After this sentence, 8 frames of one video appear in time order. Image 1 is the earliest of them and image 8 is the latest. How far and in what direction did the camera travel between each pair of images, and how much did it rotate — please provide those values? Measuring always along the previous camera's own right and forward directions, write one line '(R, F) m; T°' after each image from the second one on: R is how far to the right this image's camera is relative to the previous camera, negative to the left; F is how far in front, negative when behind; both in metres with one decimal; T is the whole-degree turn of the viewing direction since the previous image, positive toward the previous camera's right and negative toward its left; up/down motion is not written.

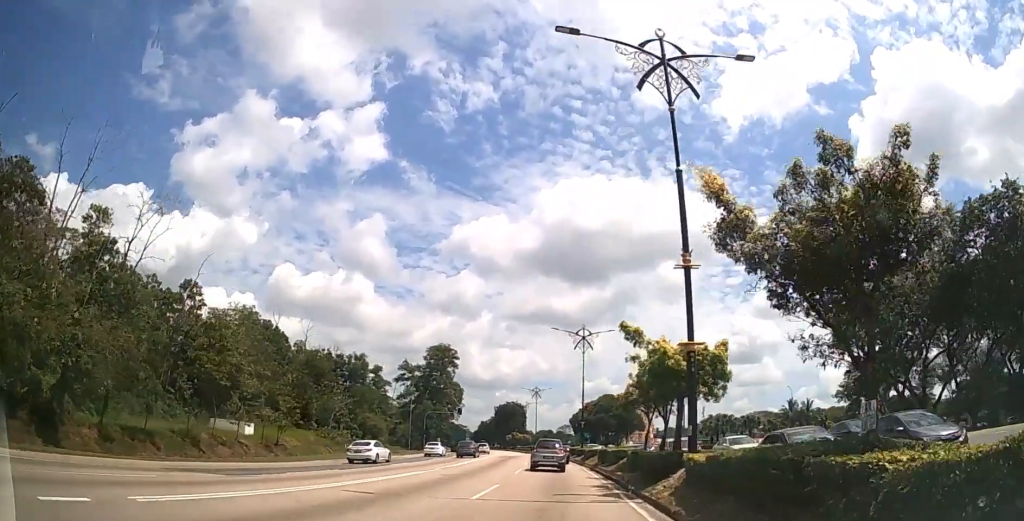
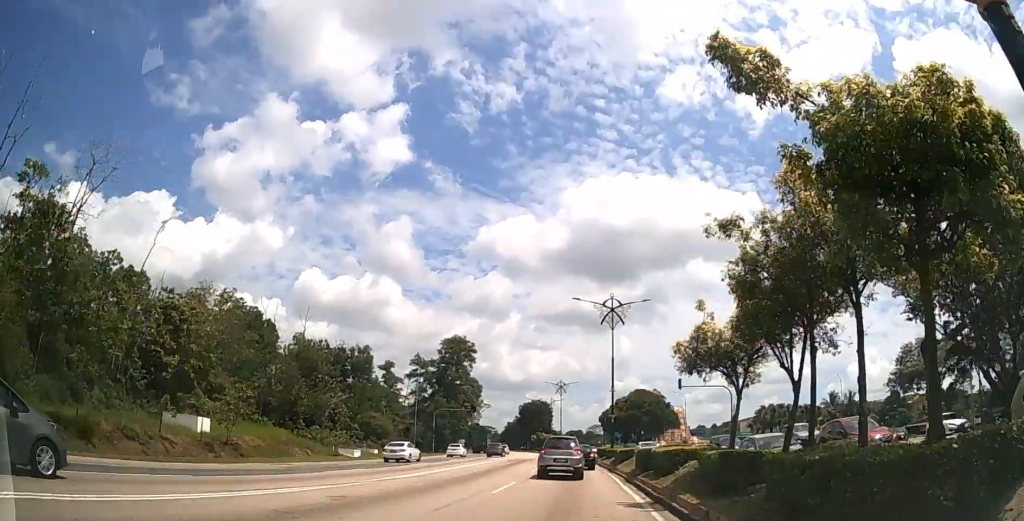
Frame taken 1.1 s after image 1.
(-0.2, +11.4) m; -3°
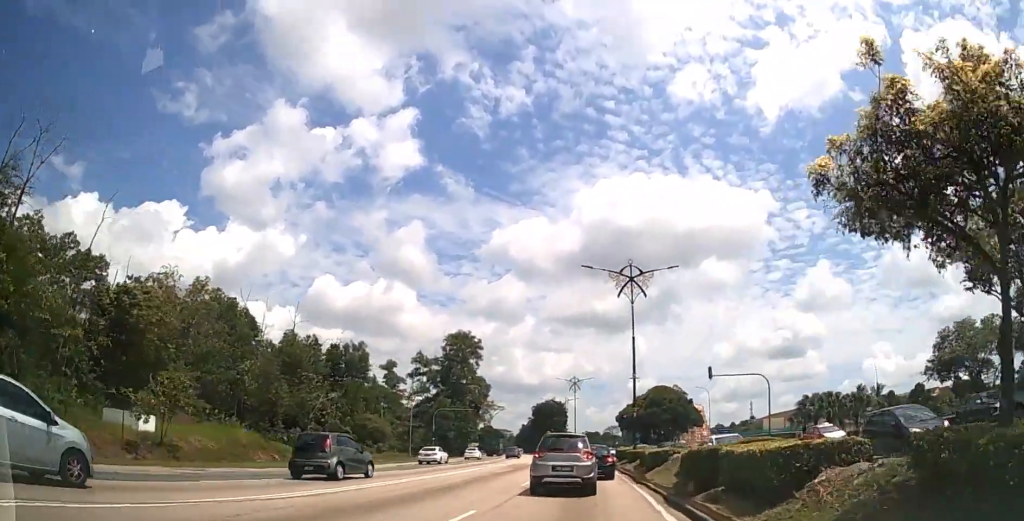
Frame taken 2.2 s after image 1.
(-0.2, +8.5) m; -2°
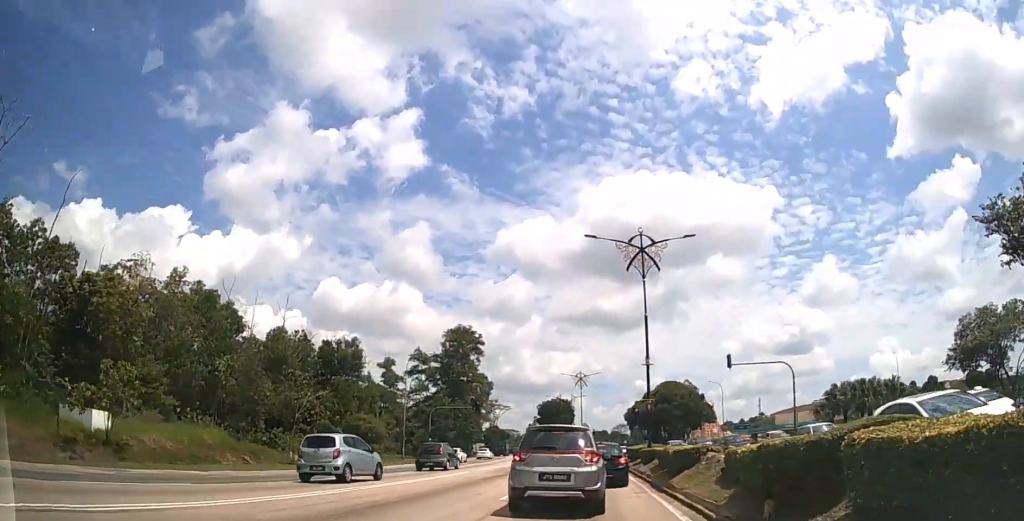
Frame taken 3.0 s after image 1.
(0.0, +4.6) m; -1°
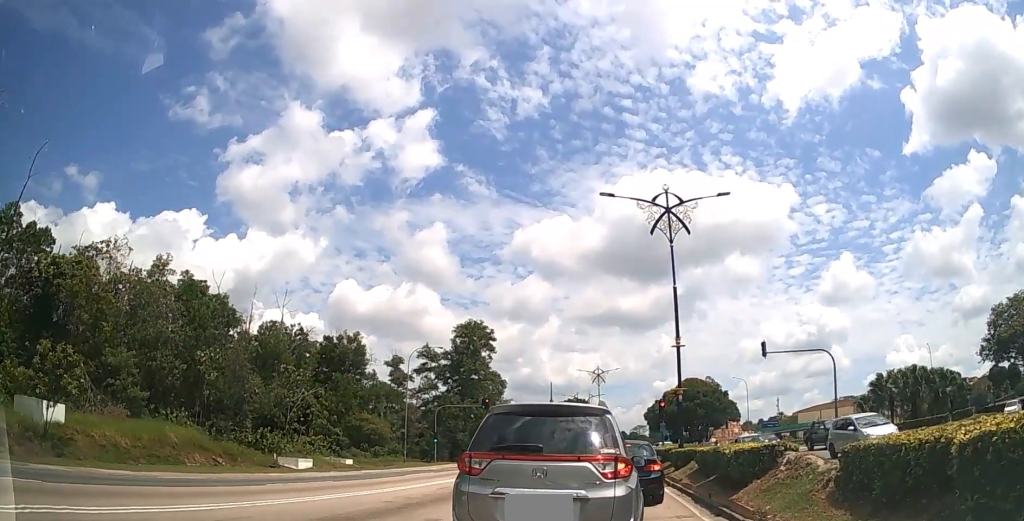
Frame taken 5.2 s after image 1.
(-0.4, +4.3) m; -7°
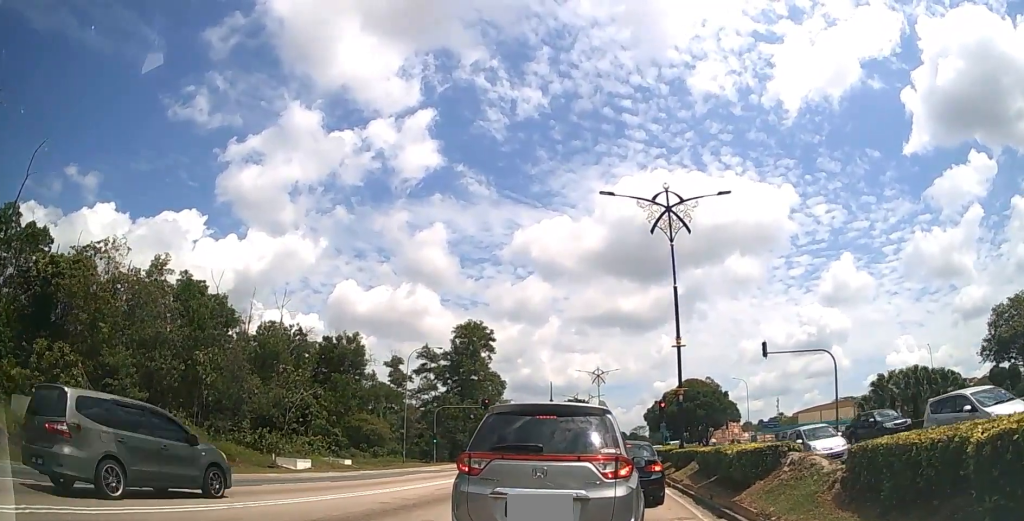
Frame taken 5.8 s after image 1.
(-0.1, -0.1) m; 0°
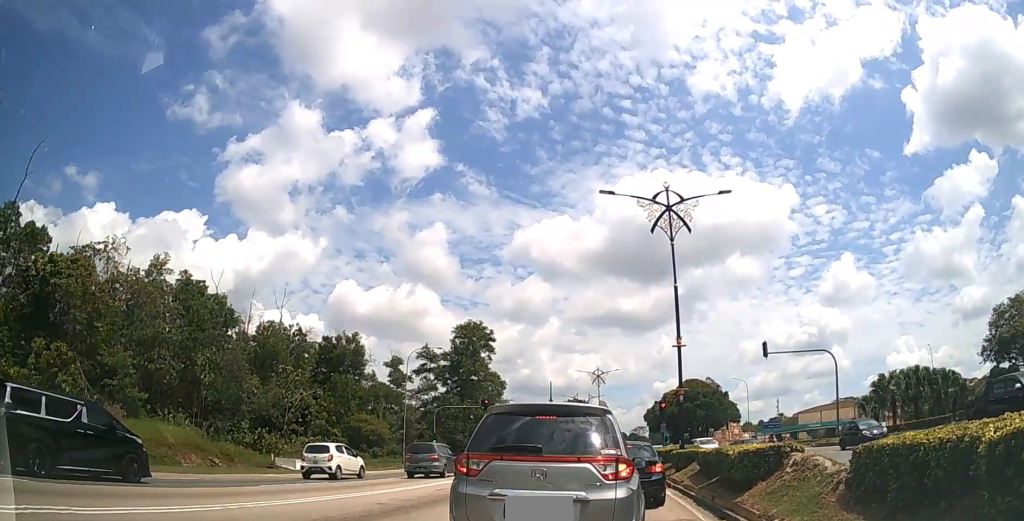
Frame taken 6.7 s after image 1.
(0.0, 0.0) m; 0°
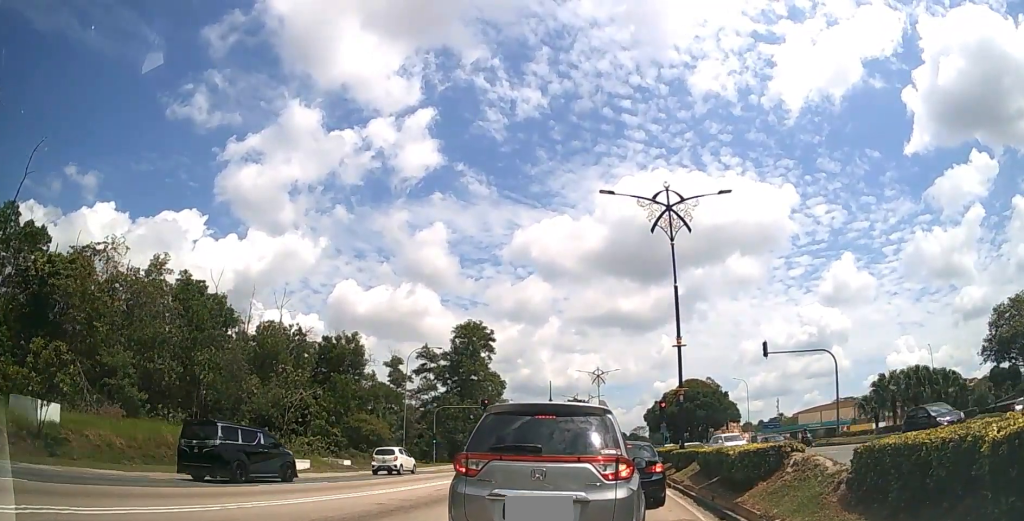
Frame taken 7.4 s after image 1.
(0.0, 0.0) m; 0°
